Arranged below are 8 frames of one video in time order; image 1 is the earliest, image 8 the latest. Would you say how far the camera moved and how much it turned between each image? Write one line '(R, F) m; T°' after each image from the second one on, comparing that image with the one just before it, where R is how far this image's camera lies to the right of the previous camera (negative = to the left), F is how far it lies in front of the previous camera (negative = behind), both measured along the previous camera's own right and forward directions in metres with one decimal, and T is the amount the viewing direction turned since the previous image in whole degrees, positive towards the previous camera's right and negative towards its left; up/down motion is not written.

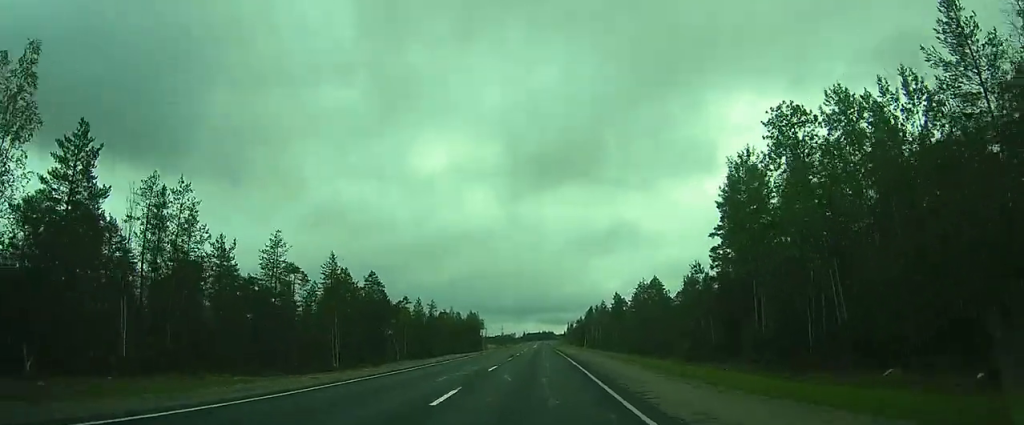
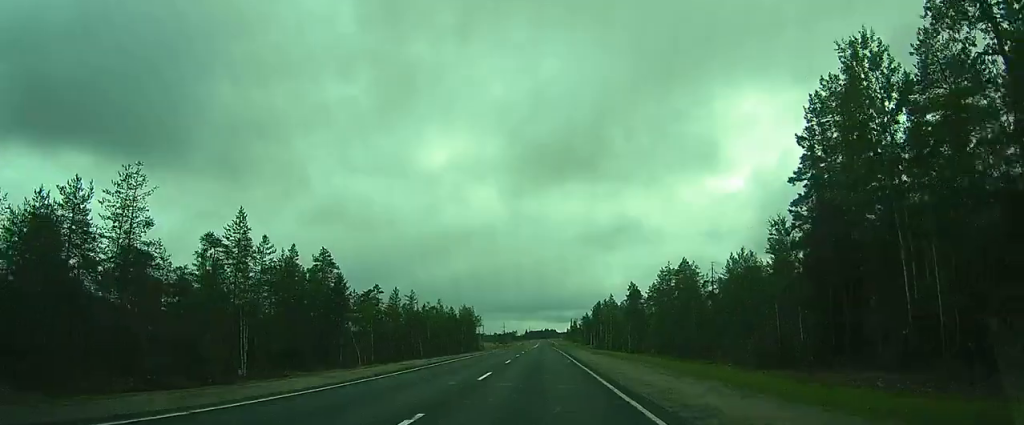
(0.0, +17.3) m; -1°
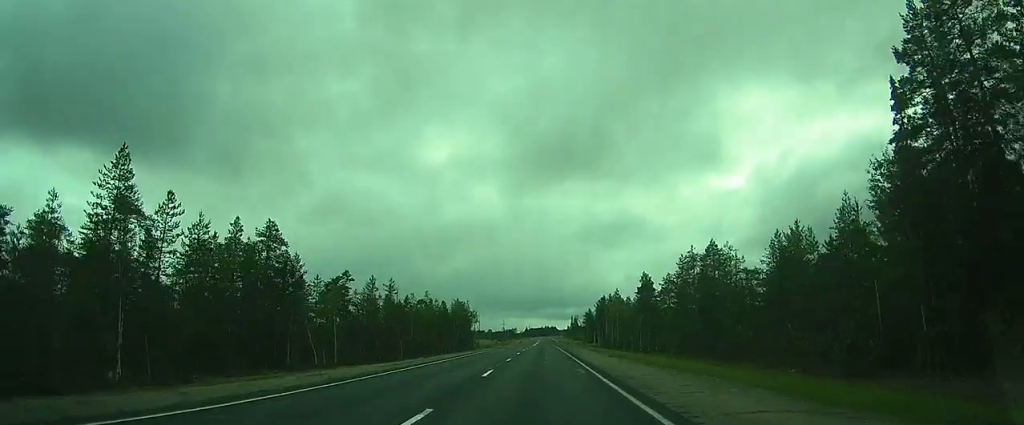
(-0.1, +11.7) m; 0°
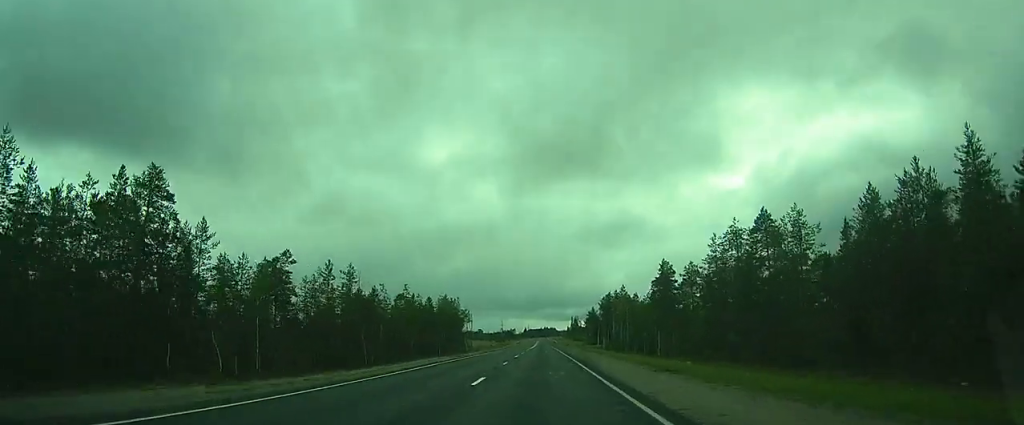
(-0.1, +14.7) m; 0°
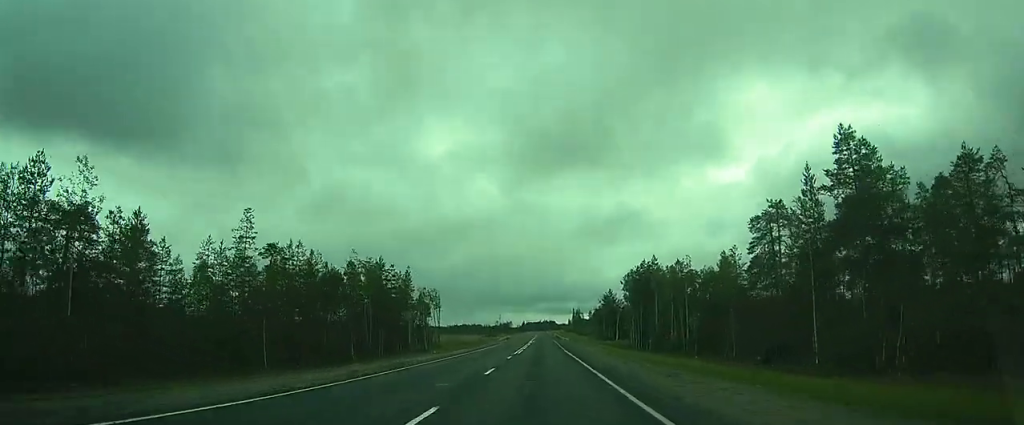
(+0.6, +44.4) m; +1°
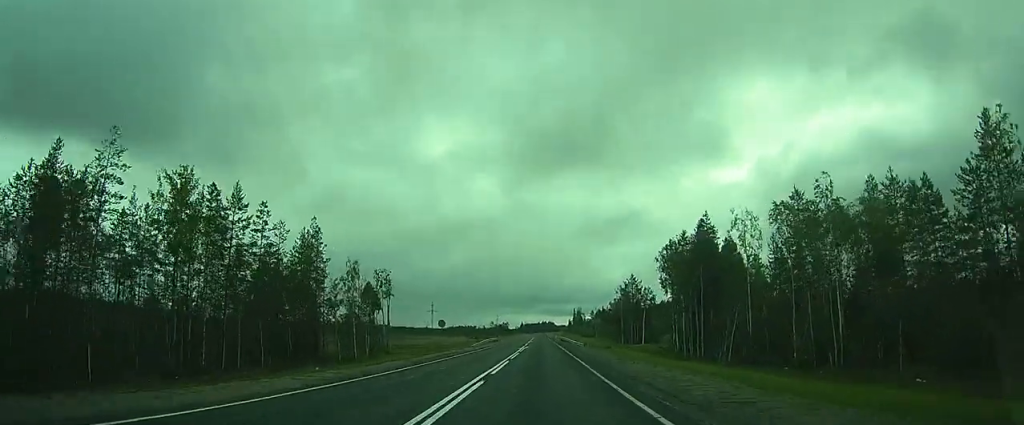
(0.0, +32.5) m; 0°
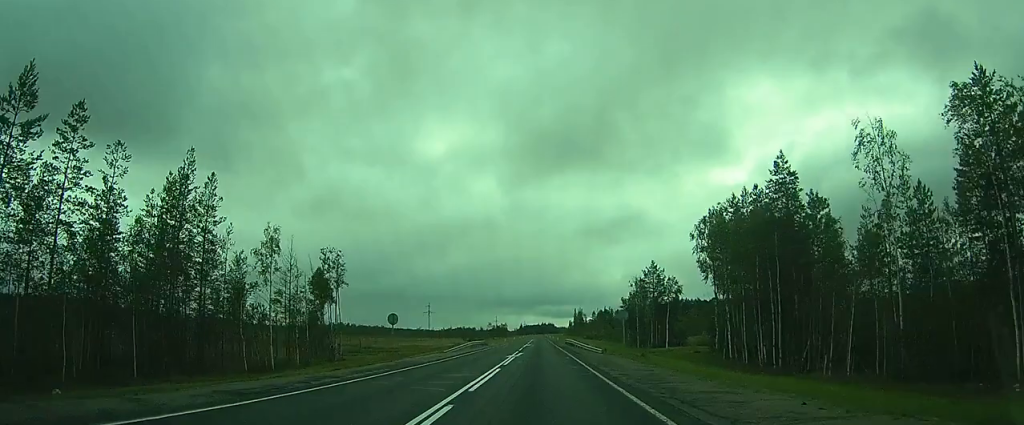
(0.0, +17.3) m; 0°
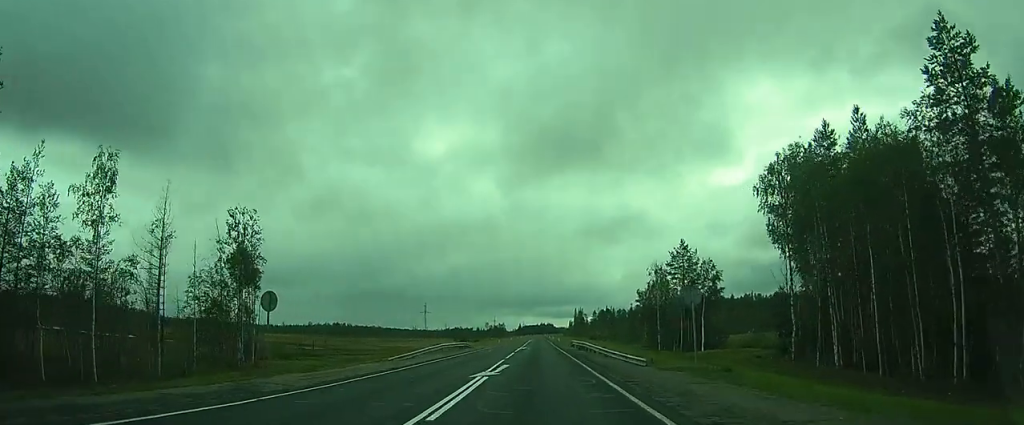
(-0.1, +16.5) m; 0°
